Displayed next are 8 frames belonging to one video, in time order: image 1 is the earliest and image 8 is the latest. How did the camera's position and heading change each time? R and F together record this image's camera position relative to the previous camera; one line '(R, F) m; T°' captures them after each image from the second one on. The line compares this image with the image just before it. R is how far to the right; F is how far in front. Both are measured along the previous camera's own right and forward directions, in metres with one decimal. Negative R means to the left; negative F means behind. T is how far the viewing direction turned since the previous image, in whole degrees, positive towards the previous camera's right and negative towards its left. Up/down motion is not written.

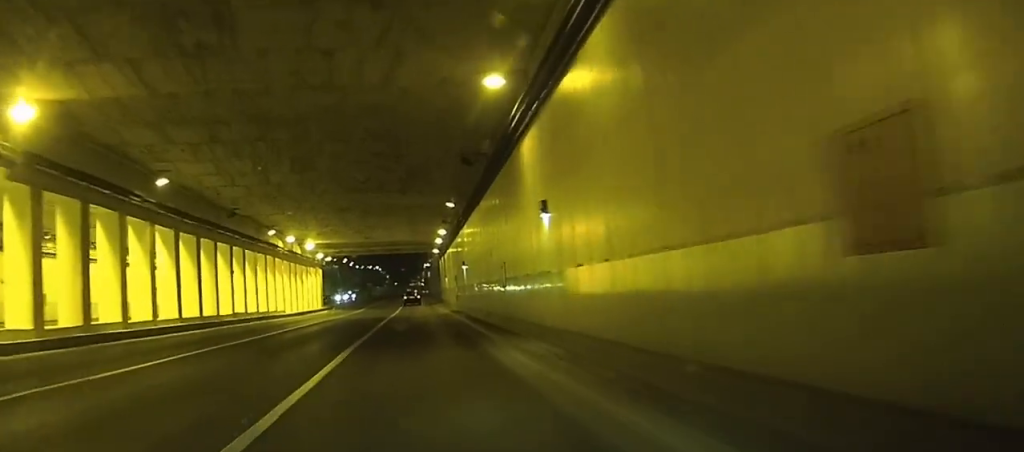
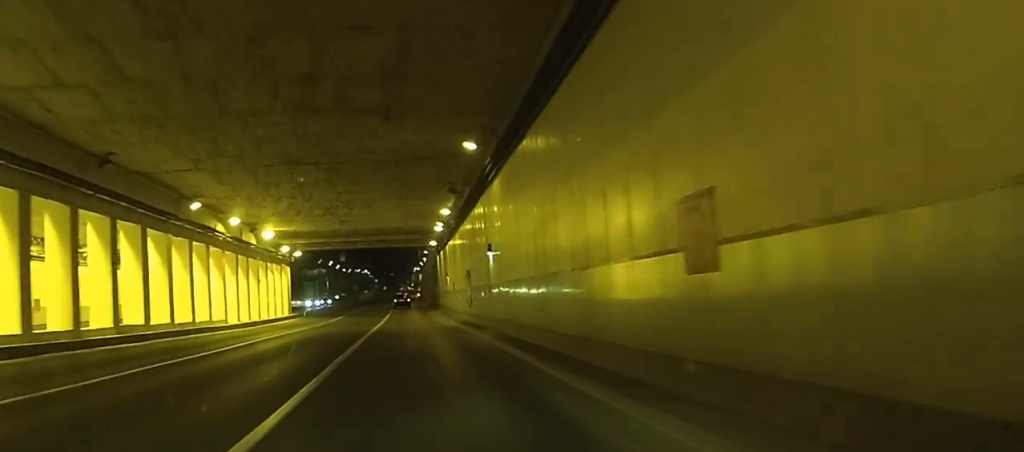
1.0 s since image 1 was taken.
(0.0, +18.5) m; 0°
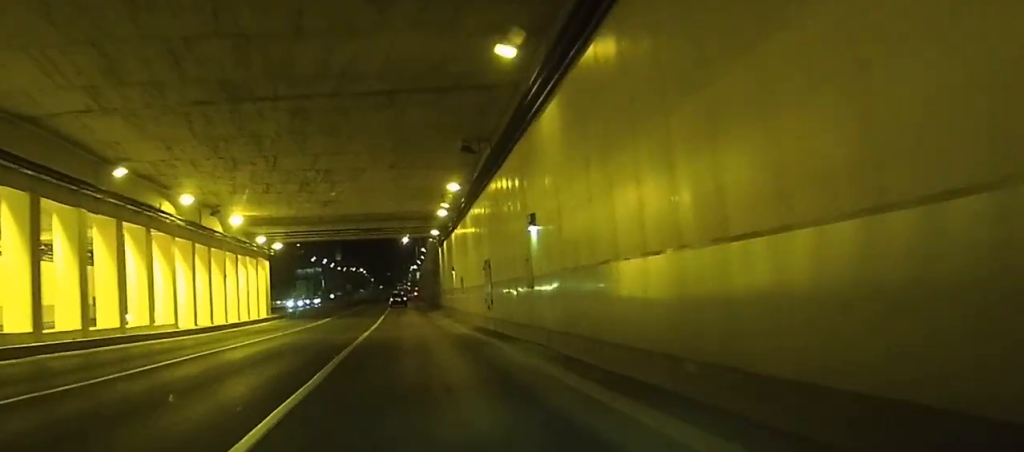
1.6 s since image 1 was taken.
(0.0, +10.5) m; 0°
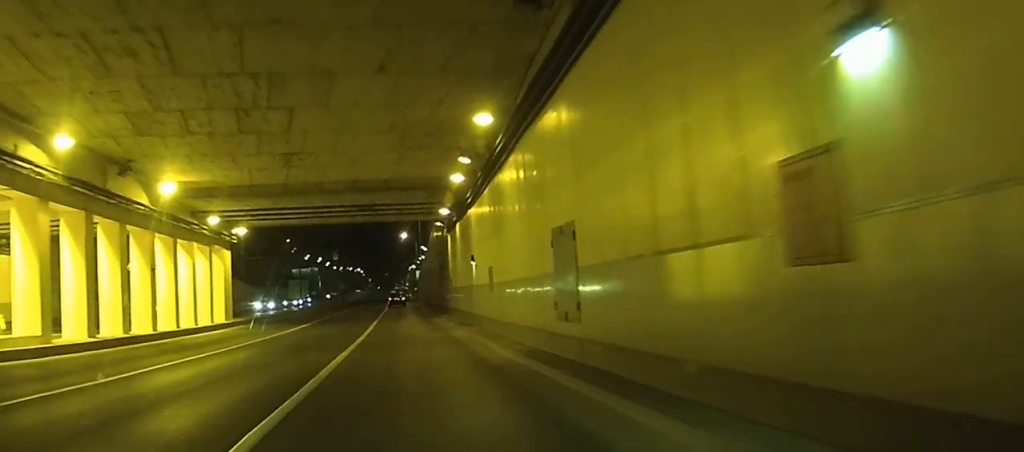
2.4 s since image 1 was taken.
(0.0, +14.9) m; 0°
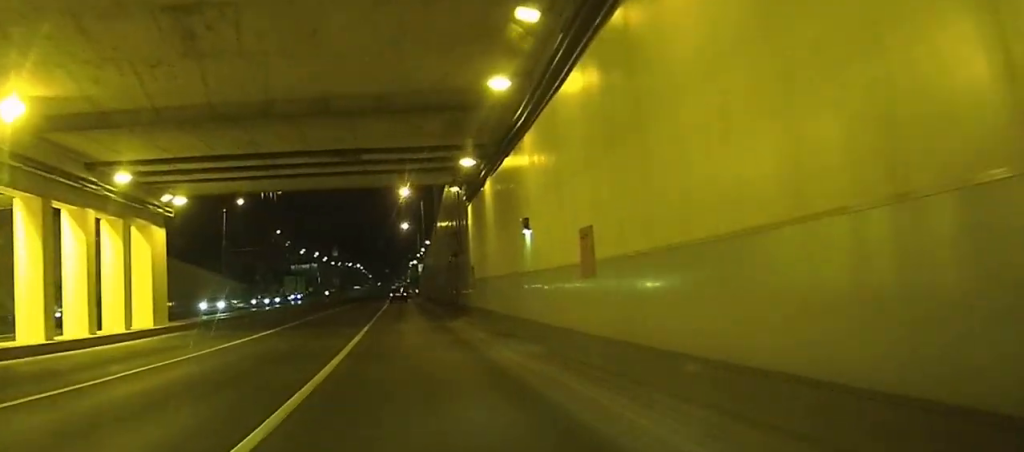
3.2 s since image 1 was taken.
(0.0, +15.7) m; 0°
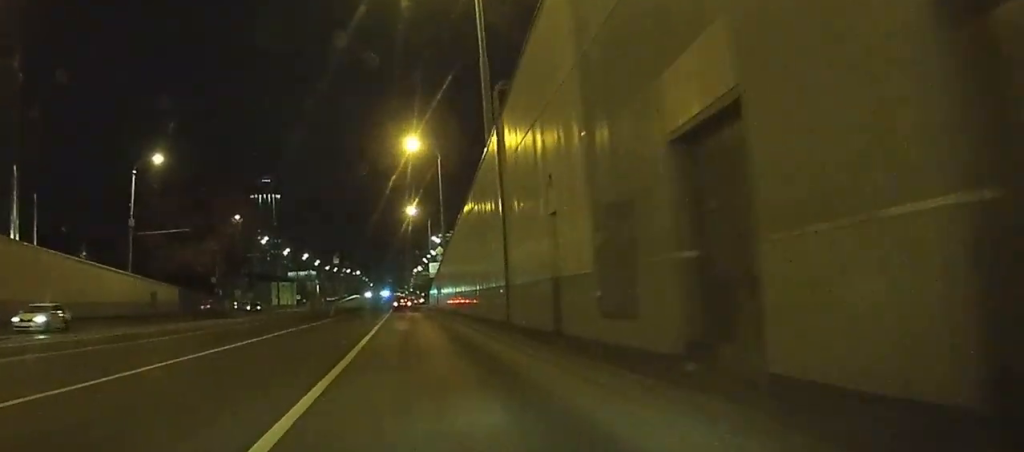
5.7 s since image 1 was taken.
(0.0, +46.6) m; 0°
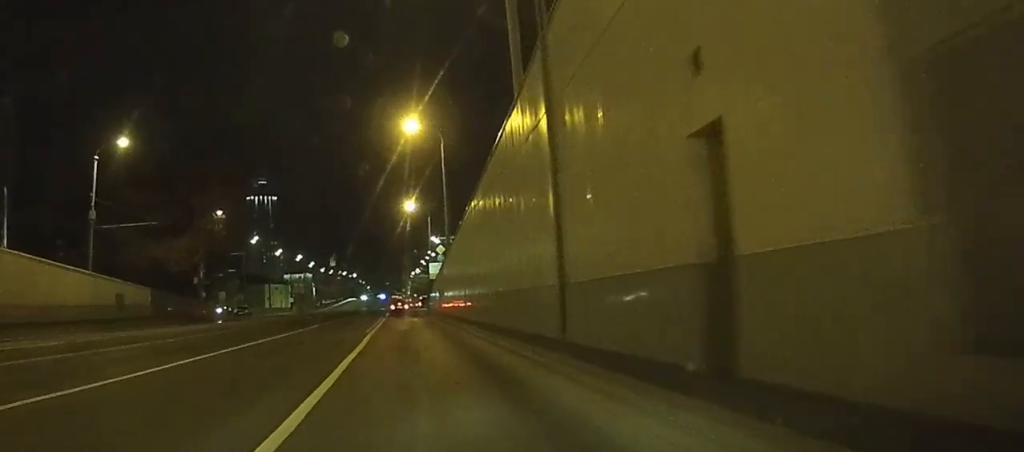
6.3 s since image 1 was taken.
(0.0, +10.1) m; -2°
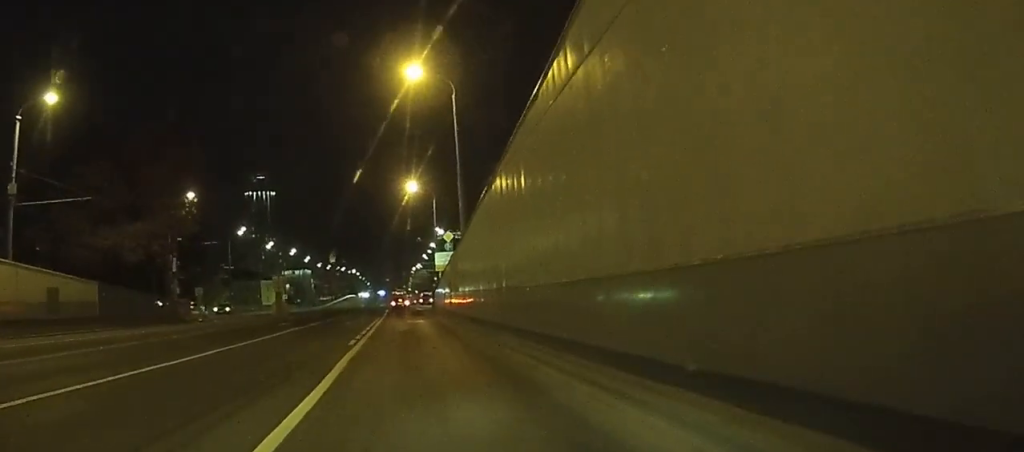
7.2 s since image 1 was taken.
(-0.2, +15.6) m; -4°
